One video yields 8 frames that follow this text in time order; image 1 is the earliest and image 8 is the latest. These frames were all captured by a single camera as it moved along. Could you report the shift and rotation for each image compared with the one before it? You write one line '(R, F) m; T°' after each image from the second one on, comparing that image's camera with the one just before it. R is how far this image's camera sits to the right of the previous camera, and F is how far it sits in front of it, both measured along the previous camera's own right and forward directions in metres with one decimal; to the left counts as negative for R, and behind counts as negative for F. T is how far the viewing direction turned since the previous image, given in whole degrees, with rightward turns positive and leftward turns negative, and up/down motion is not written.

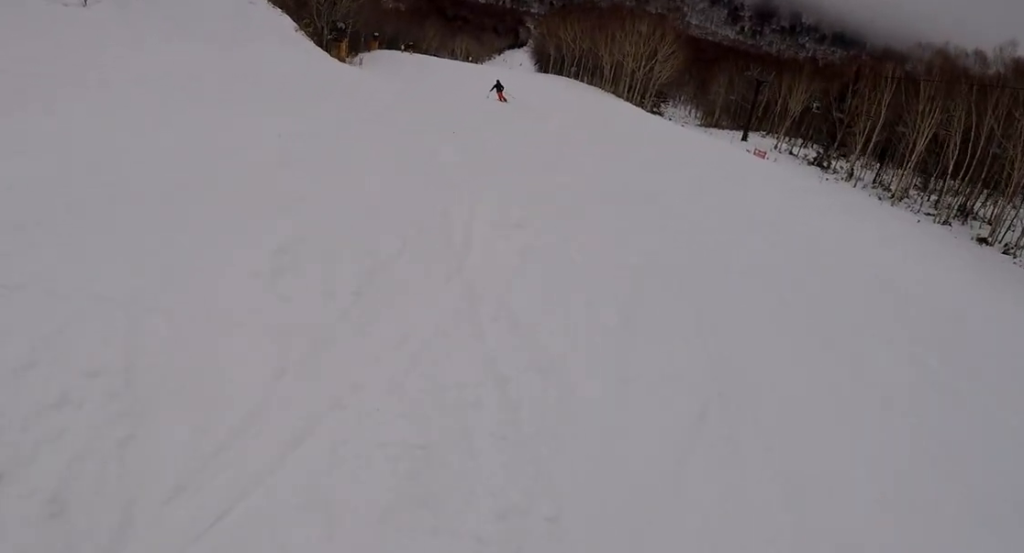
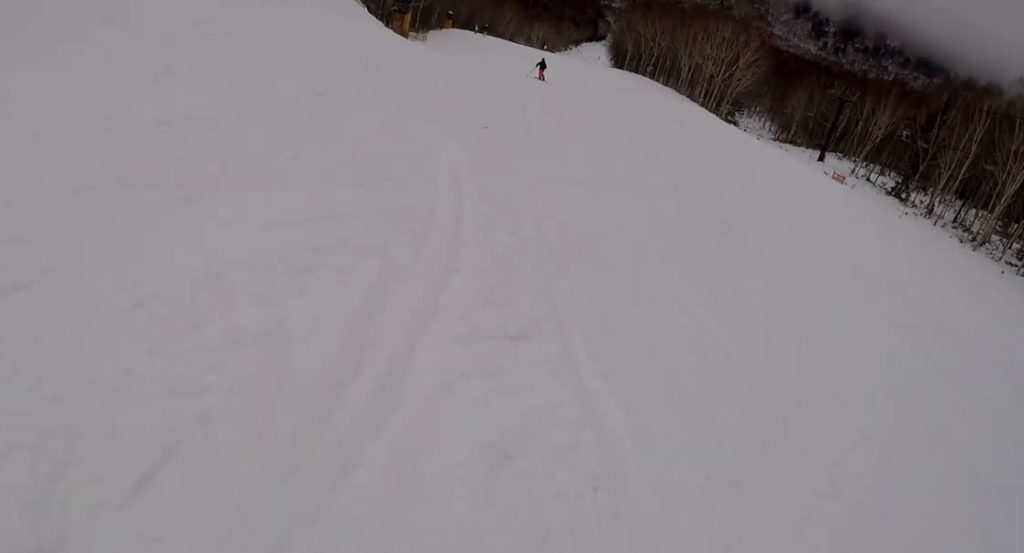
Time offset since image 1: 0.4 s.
(-0.1, +3.0) m; -1°
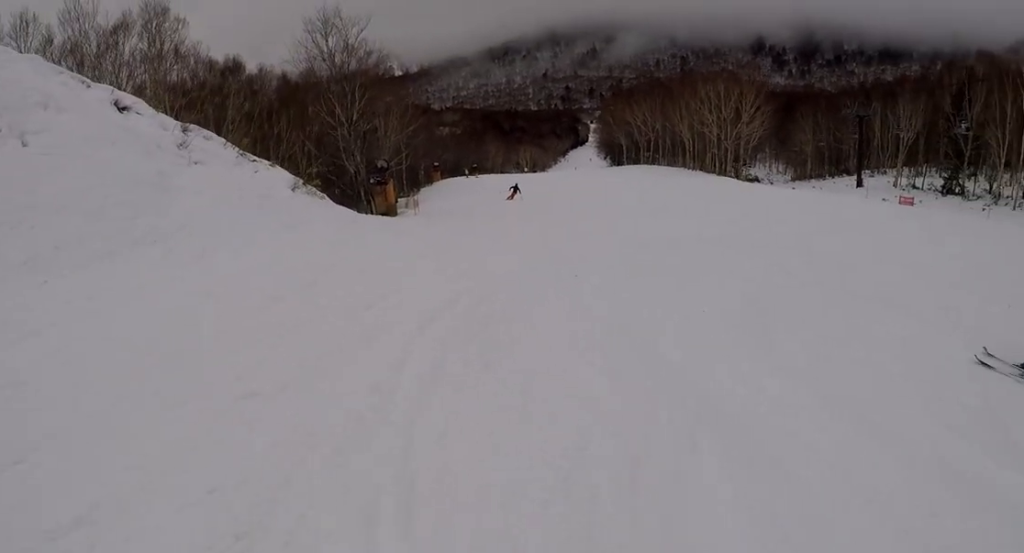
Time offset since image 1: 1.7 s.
(0.0, +9.1) m; +6°
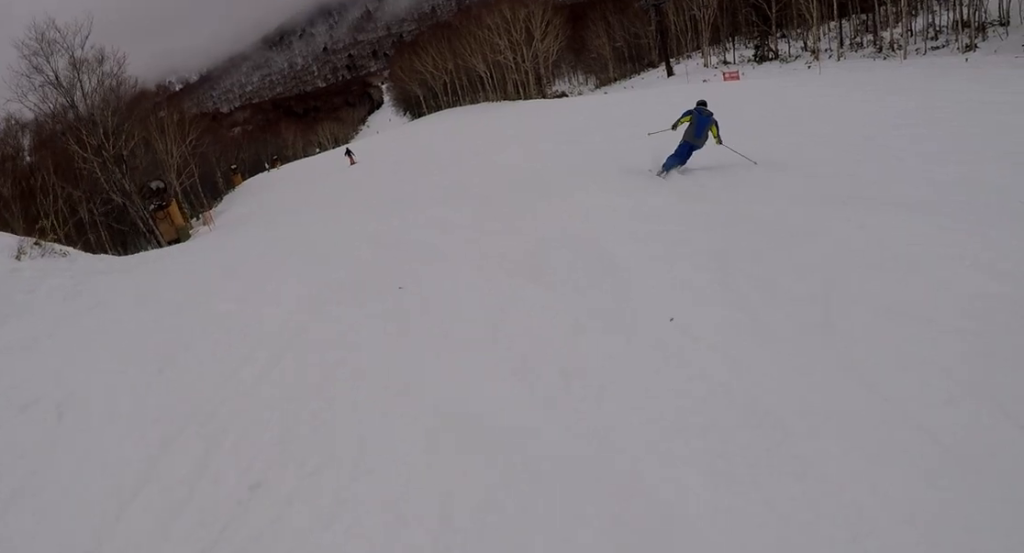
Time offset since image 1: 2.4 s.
(+0.2, +4.8) m; +3°
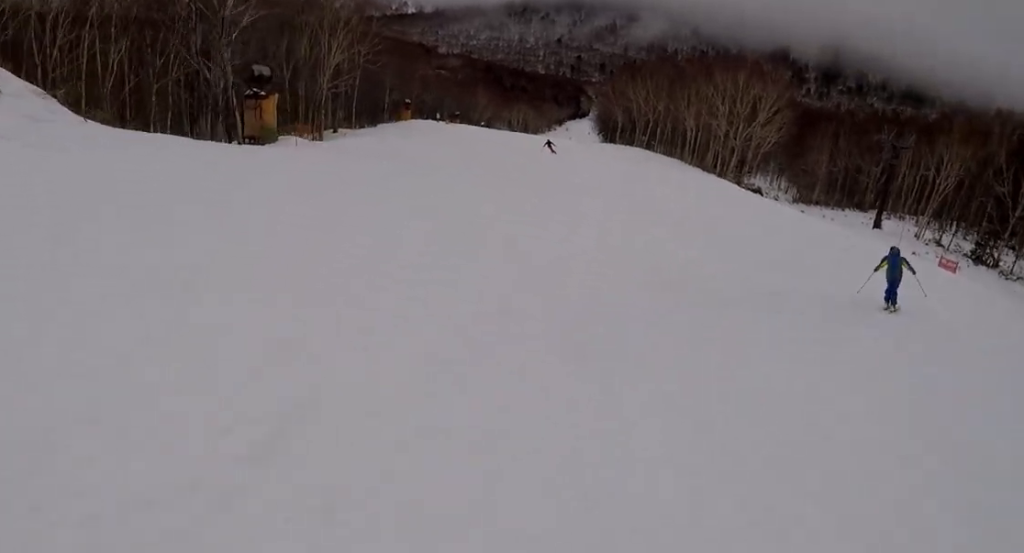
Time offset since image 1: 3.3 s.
(+0.3, +7.2) m; -4°
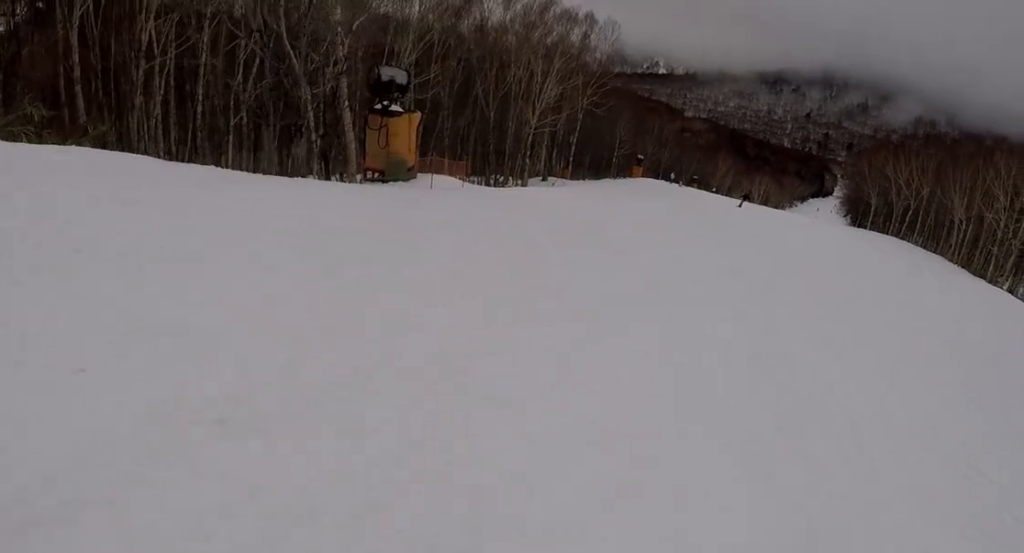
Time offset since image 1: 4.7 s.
(-0.9, +10.6) m; -5°
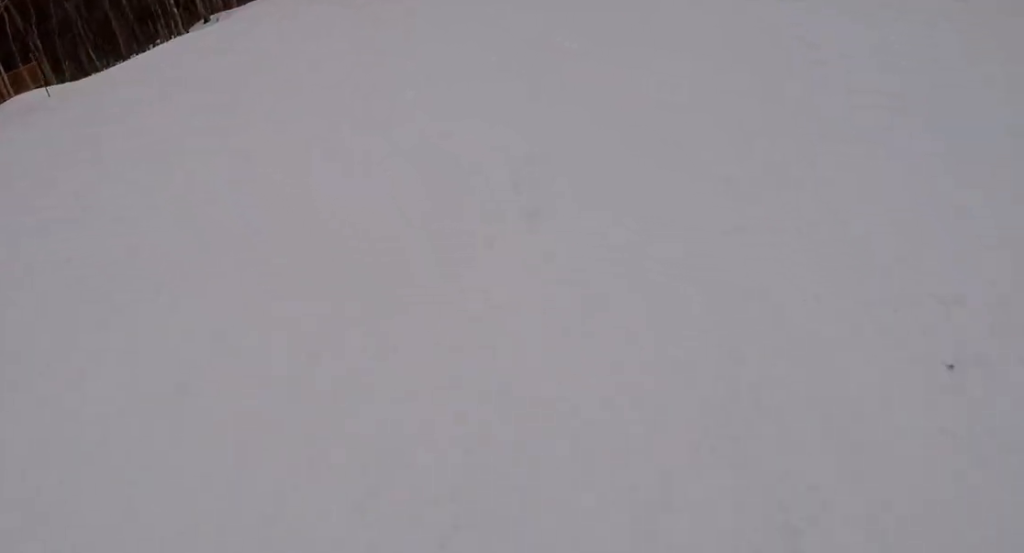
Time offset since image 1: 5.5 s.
(0.0, +6.3) m; -2°
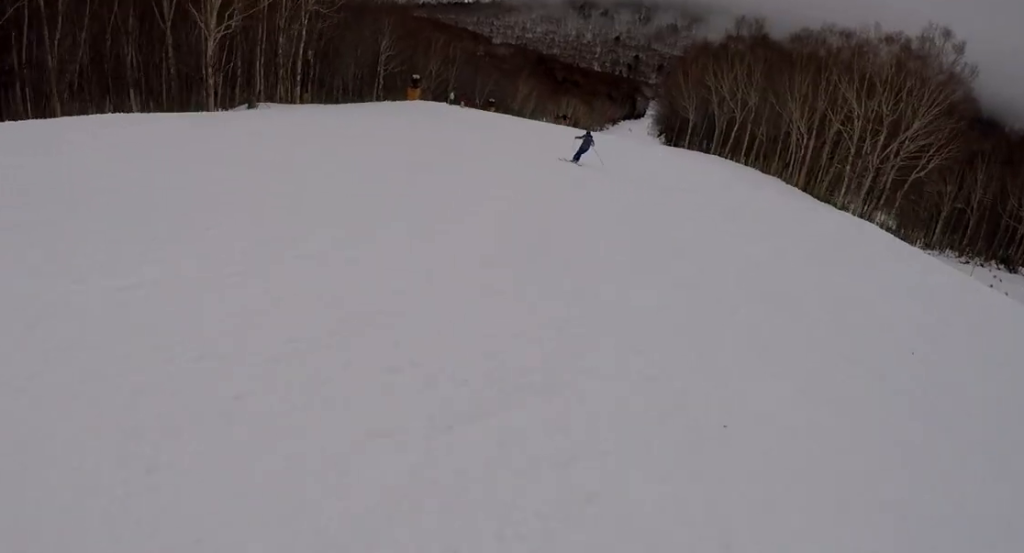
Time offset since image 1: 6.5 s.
(-0.4, +8.4) m; -4°
